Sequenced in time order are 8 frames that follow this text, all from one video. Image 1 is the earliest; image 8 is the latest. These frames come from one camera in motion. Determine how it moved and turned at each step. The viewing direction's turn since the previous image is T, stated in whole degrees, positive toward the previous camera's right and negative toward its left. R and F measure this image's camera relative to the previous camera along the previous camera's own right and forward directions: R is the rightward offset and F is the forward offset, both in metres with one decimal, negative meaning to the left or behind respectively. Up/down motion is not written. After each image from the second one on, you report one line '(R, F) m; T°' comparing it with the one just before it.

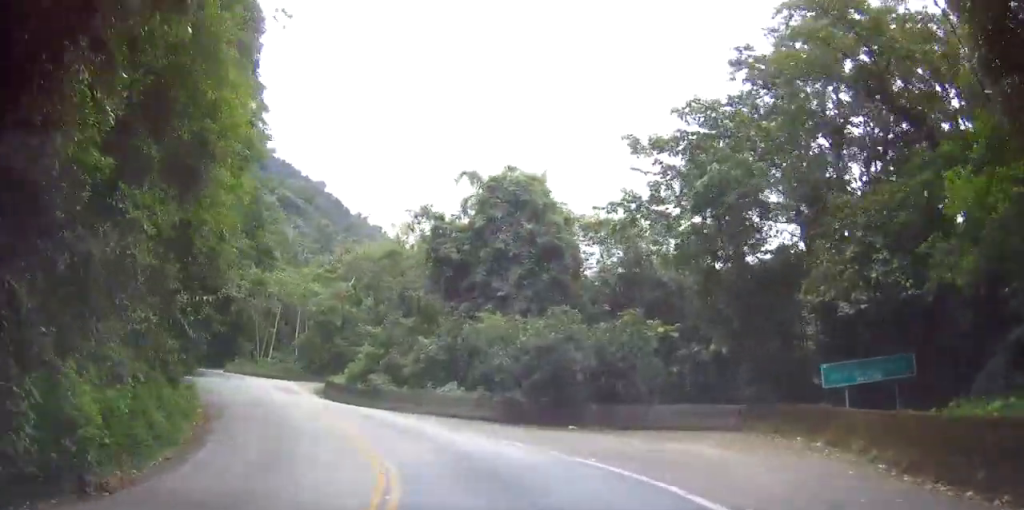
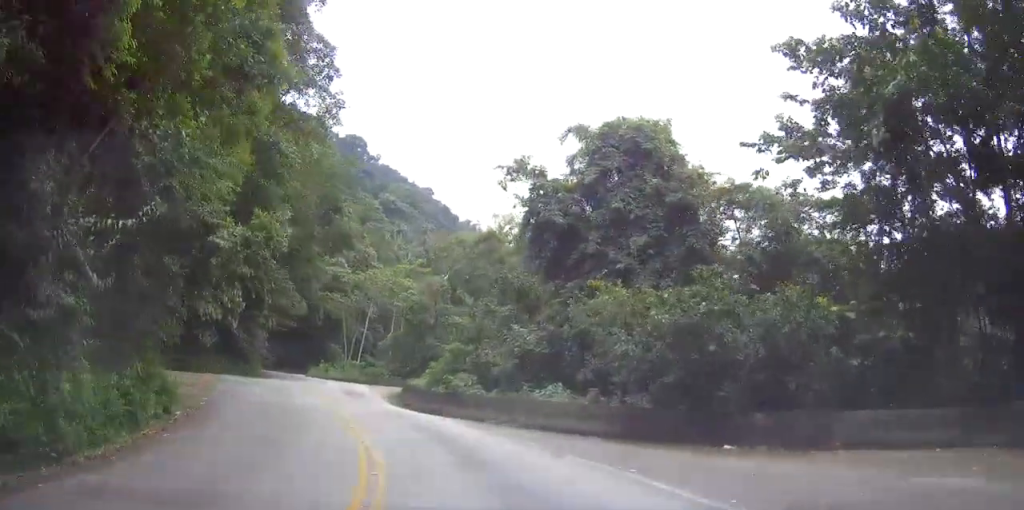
(0.0, +7.3) m; 0°
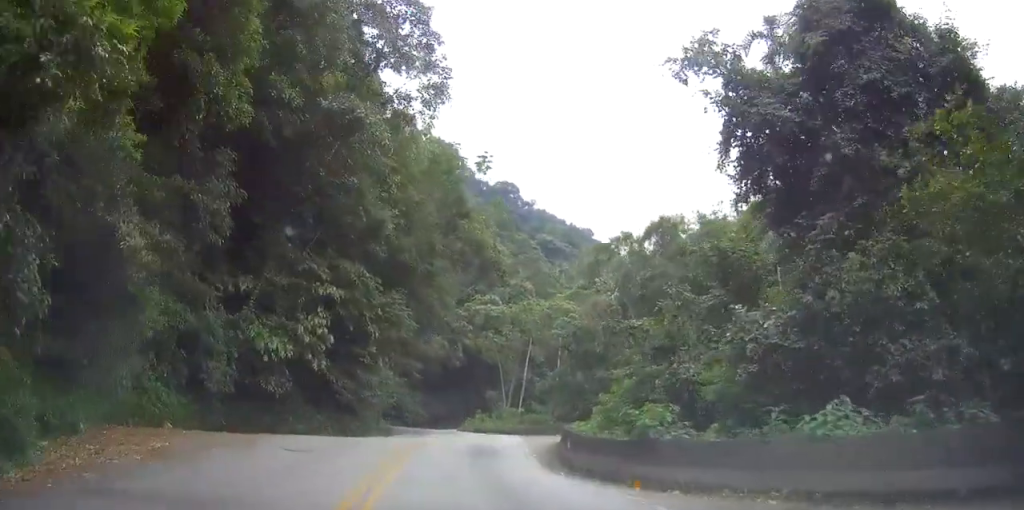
(0.0, +10.9) m; -6°
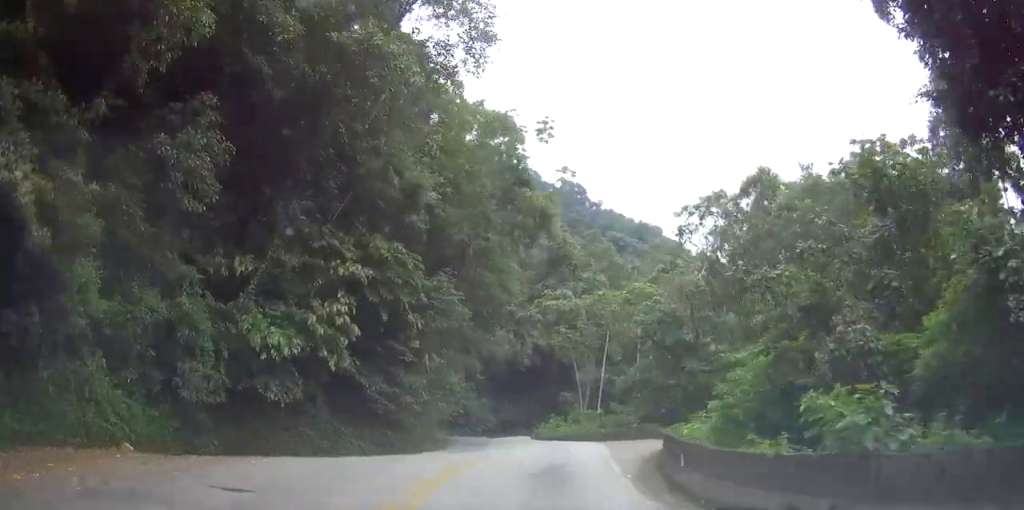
(-0.7, +6.3) m; -4°
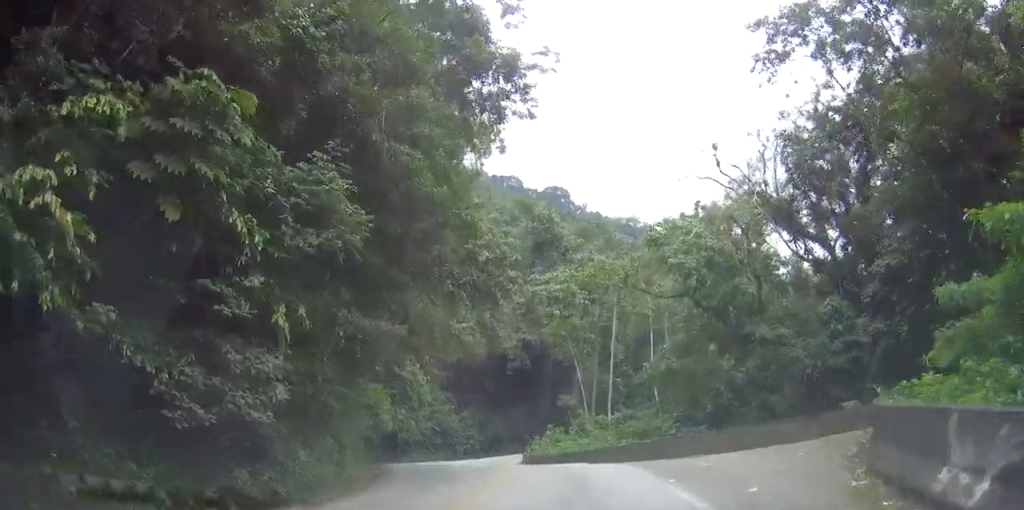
(-0.7, +14.0) m; -3°
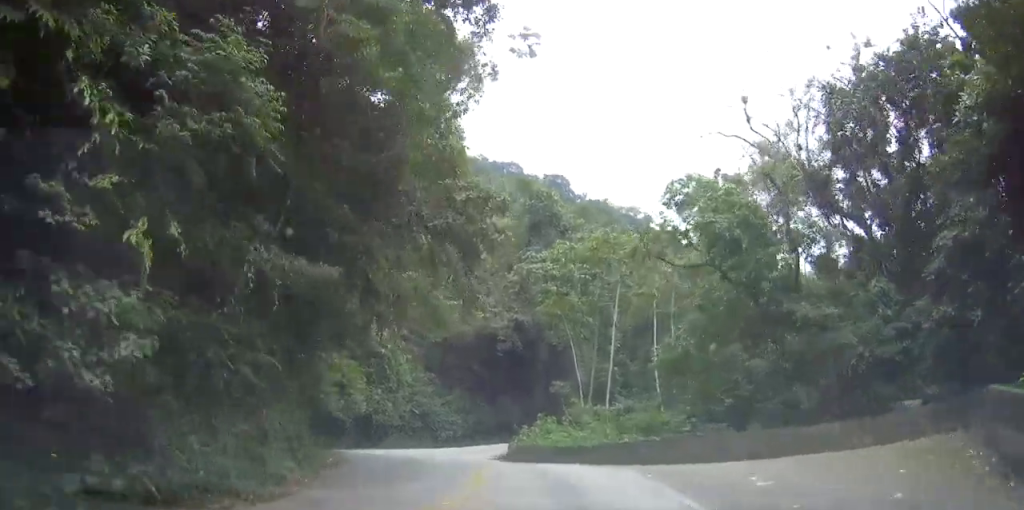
(0.0, +4.7) m; 0°
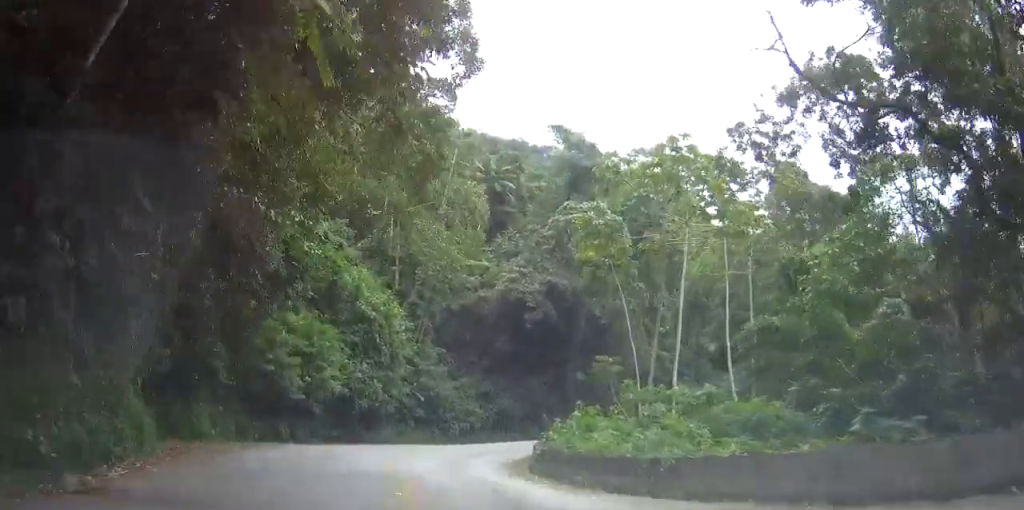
(0.0, +11.6) m; 0°
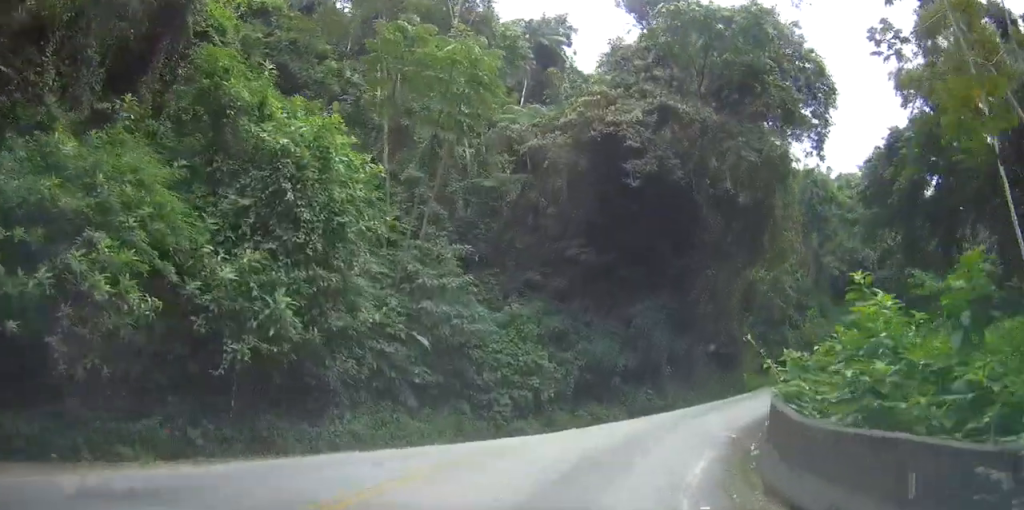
(0.0, +21.9) m; 0°
